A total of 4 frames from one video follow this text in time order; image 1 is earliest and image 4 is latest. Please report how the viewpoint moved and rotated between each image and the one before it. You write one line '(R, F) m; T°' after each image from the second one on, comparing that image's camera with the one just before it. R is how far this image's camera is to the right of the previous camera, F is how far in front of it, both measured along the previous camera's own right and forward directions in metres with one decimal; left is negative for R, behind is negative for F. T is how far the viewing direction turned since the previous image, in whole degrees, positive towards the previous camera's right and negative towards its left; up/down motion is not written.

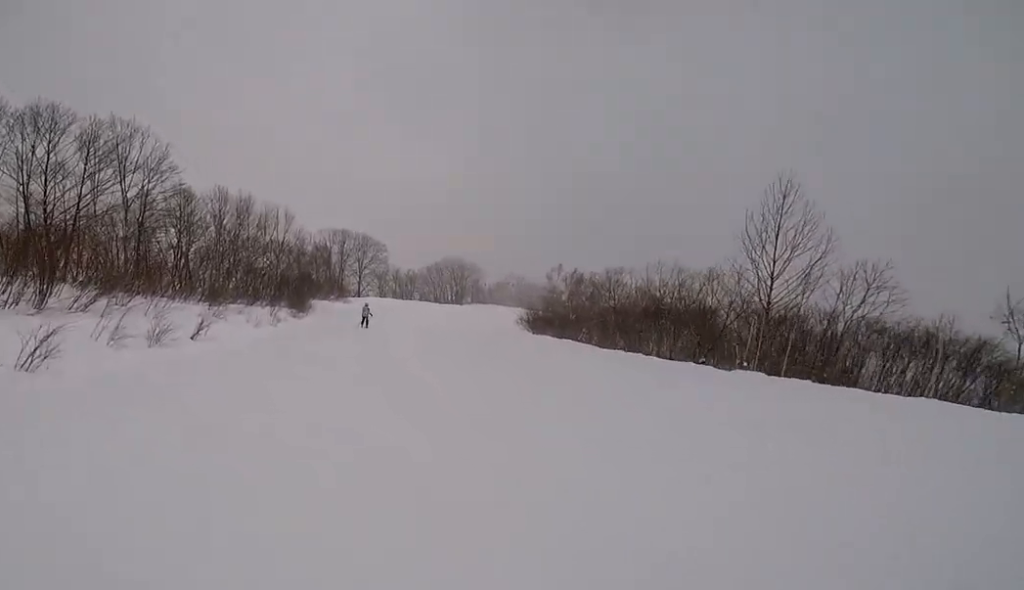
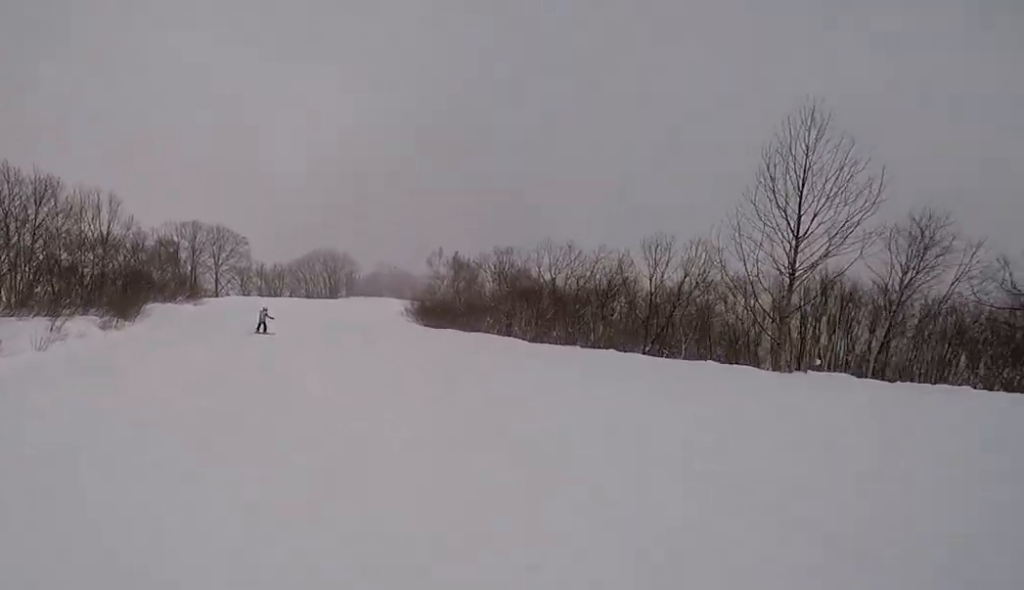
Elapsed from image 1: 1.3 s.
(+0.8, +7.6) m; +7°
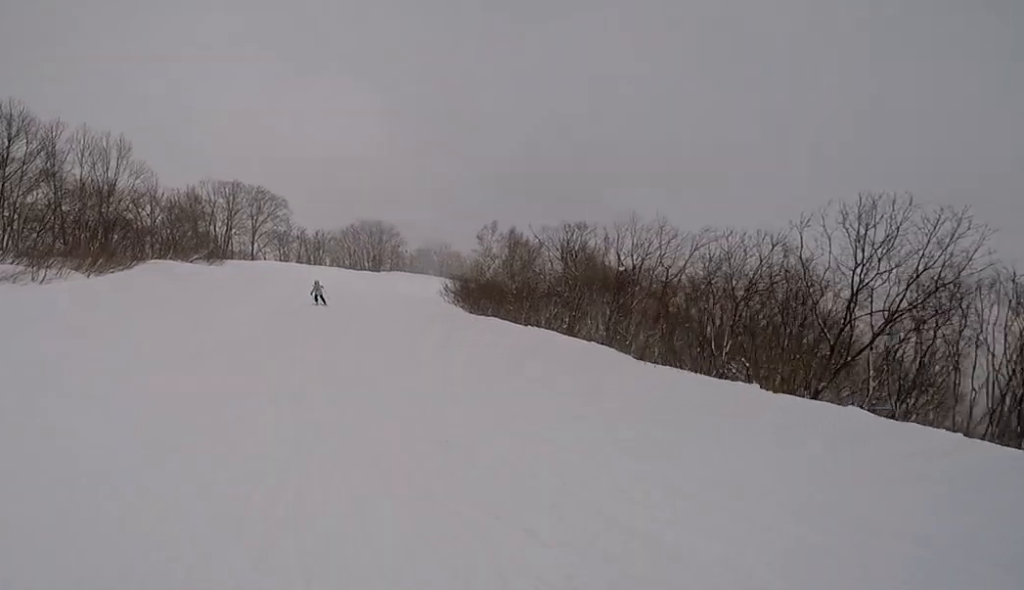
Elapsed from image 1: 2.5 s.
(0.0, +7.5) m; -2°
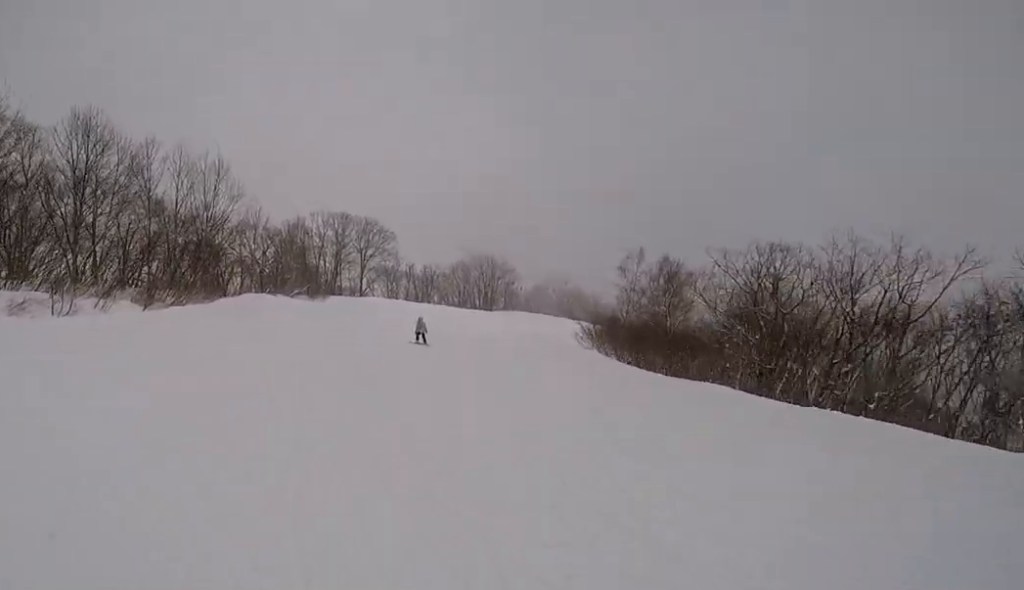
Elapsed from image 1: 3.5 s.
(-0.4, +6.8) m; -15°
